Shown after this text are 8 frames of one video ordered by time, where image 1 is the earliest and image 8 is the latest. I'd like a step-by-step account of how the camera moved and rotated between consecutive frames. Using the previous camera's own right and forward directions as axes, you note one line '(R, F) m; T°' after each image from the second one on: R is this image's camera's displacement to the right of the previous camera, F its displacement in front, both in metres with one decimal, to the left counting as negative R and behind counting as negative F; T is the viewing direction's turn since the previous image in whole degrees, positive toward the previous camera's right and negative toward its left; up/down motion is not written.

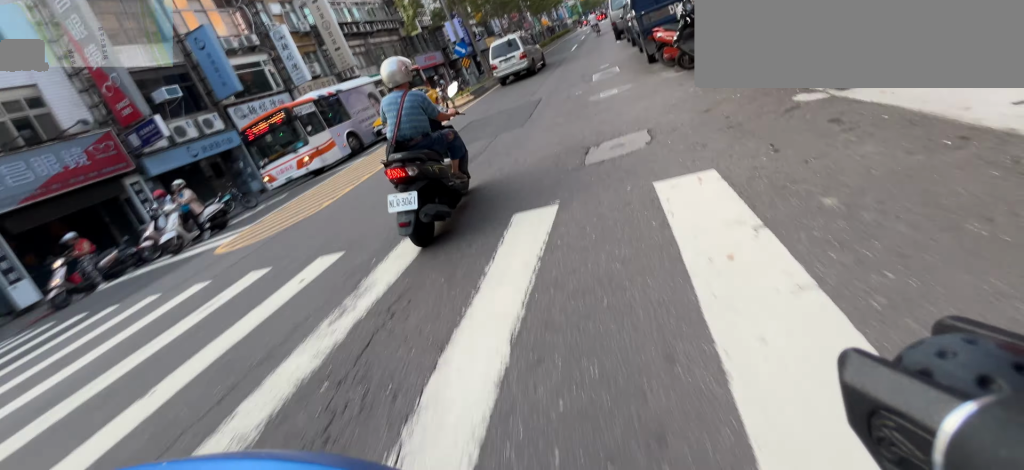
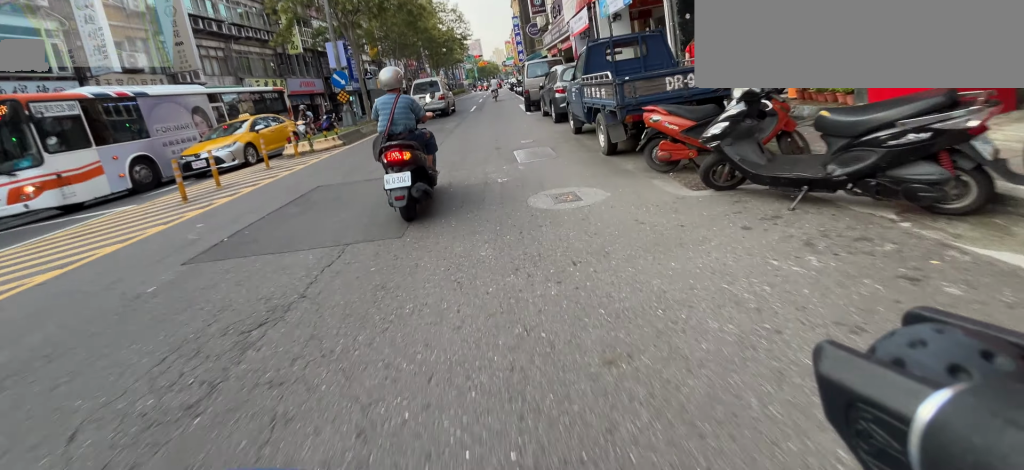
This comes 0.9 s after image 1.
(+1.0, +3.5) m; +22°
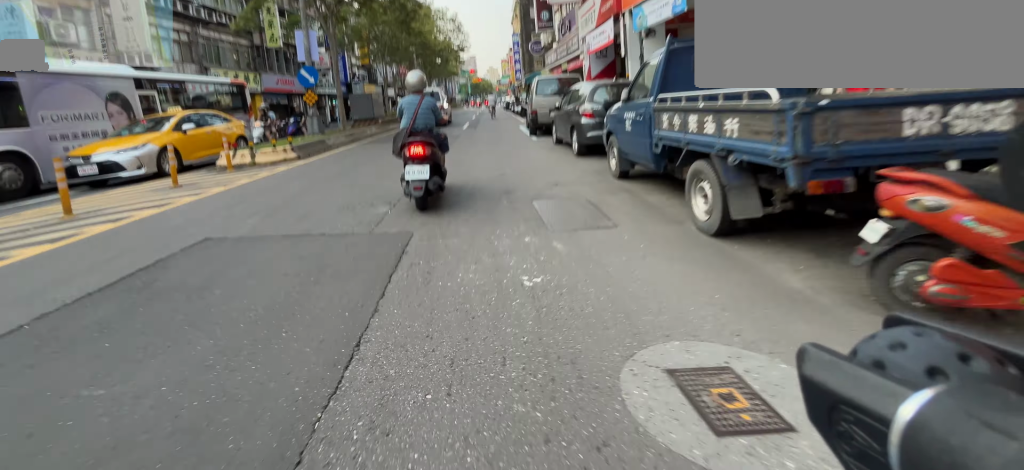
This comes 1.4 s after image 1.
(+0.4, +2.5) m; +9°
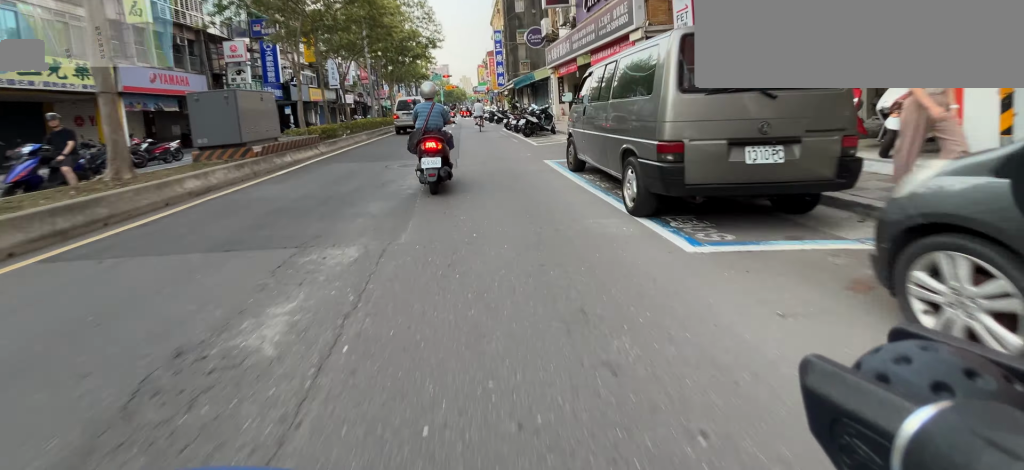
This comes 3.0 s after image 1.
(0.0, +8.7) m; 0°
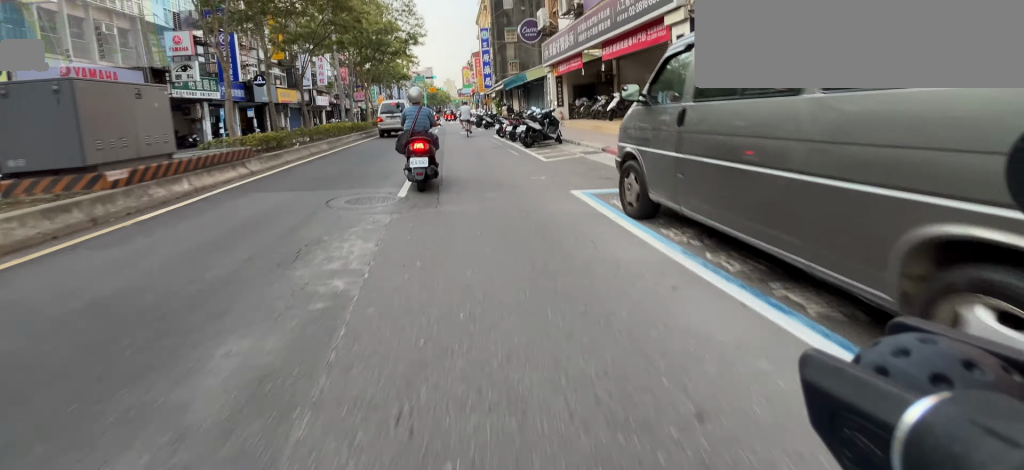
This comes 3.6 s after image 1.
(0.0, +3.3) m; 0°
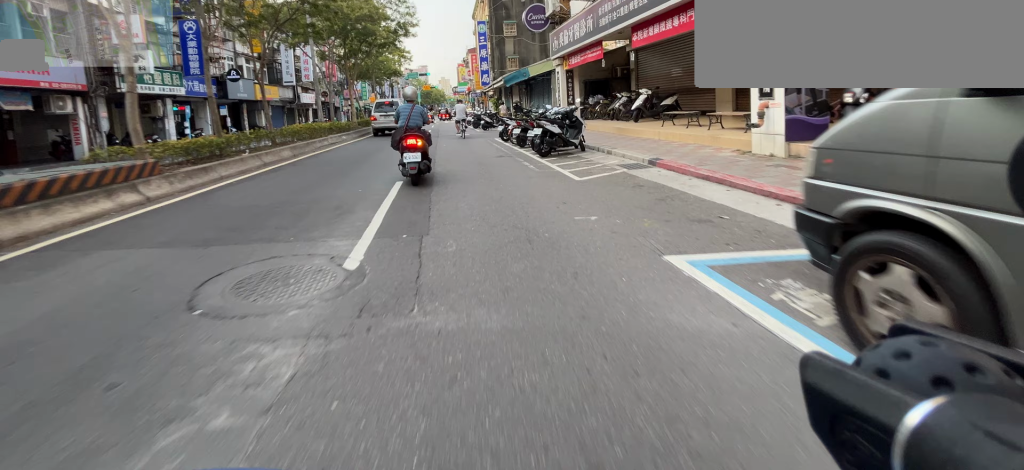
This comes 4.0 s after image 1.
(0.0, +3.0) m; 0°
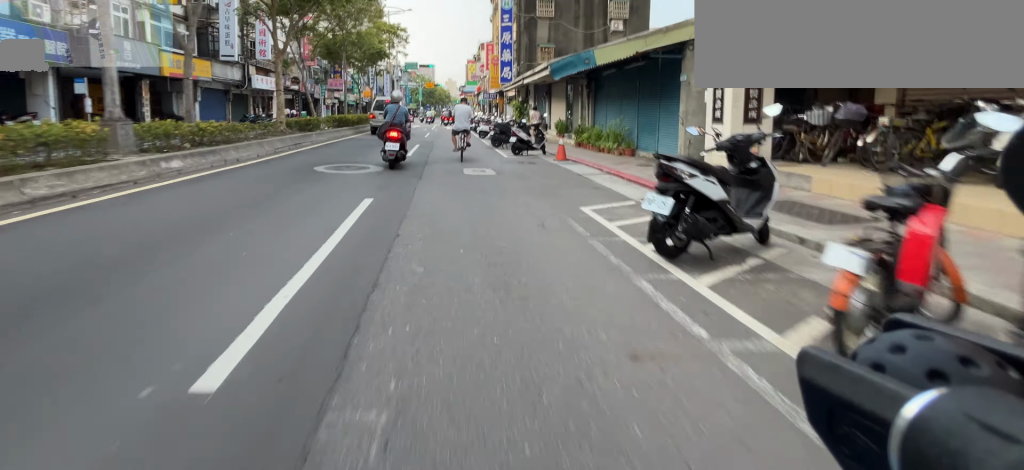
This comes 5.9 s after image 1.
(+0.6, +13.8) m; +4°
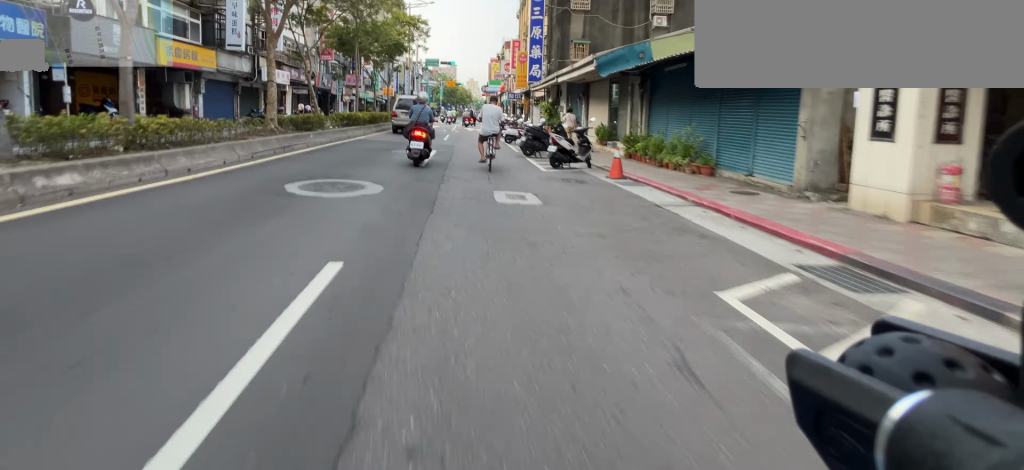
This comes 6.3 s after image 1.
(+0.1, +3.5) m; +1°
